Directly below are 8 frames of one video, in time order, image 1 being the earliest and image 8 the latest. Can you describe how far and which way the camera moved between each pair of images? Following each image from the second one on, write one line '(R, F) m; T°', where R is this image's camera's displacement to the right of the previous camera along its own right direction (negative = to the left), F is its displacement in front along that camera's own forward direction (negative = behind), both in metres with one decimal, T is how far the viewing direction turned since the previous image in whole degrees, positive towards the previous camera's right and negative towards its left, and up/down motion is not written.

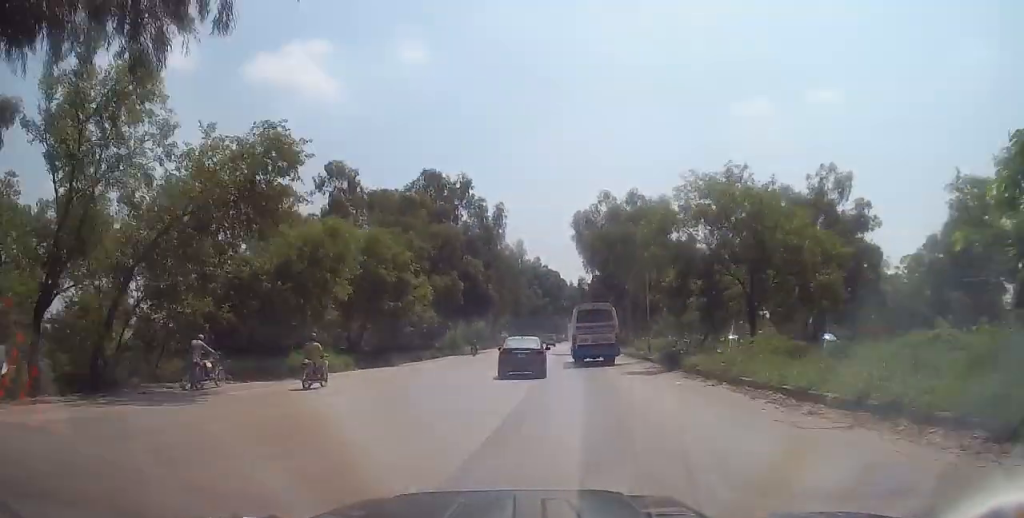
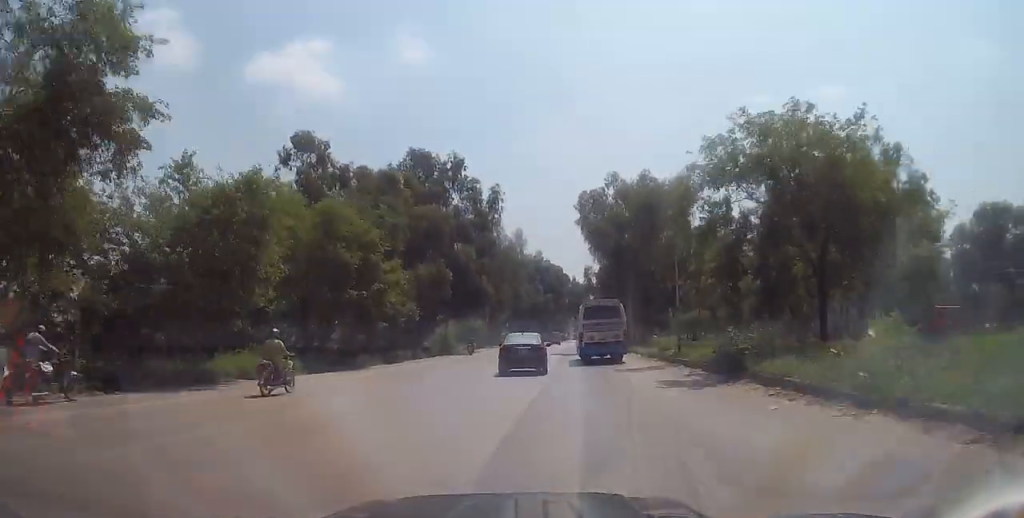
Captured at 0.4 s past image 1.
(-0.1, +7.2) m; 0°
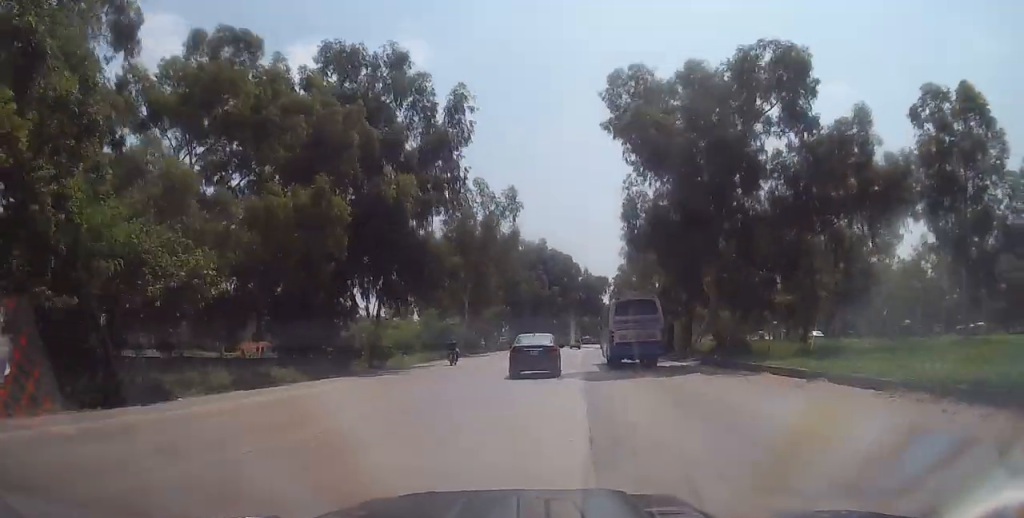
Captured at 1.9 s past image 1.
(0.0, +25.0) m; -1°
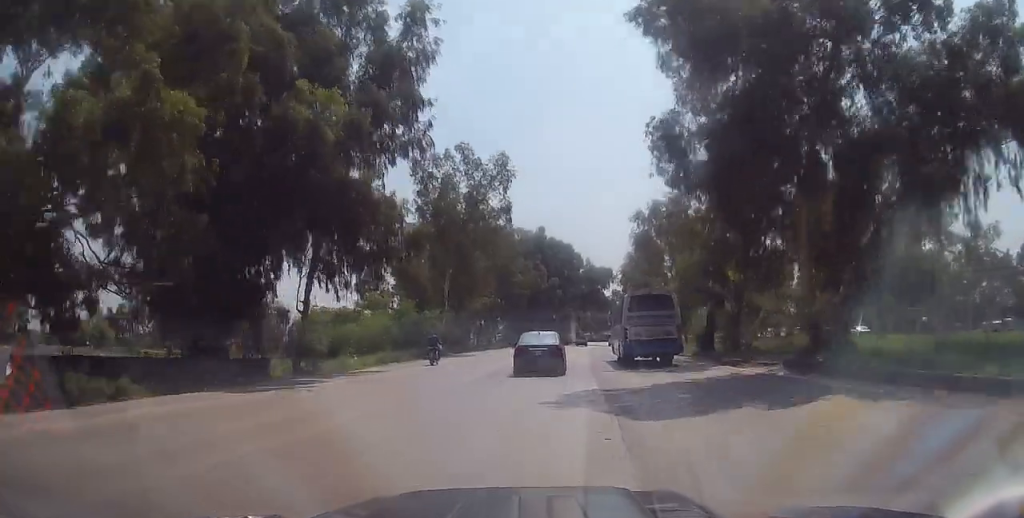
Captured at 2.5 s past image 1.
(-0.1, +10.0) m; -1°
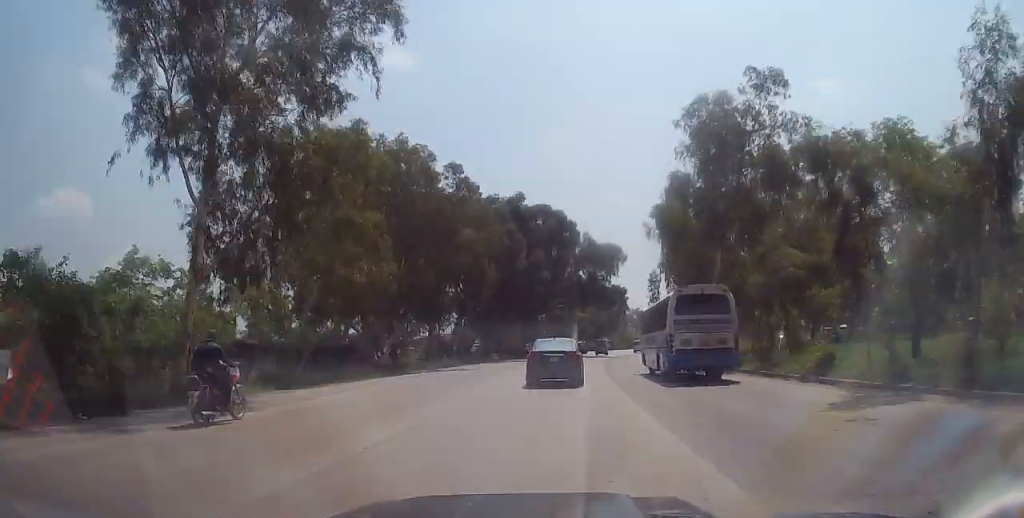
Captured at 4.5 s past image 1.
(+1.0, +32.0) m; +3°
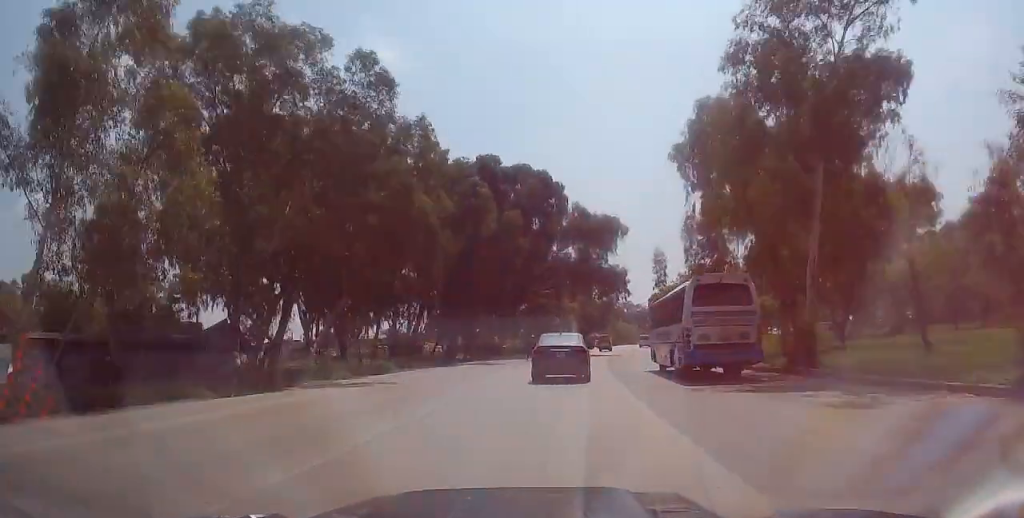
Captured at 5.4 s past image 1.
(0.0, +14.7) m; 0°
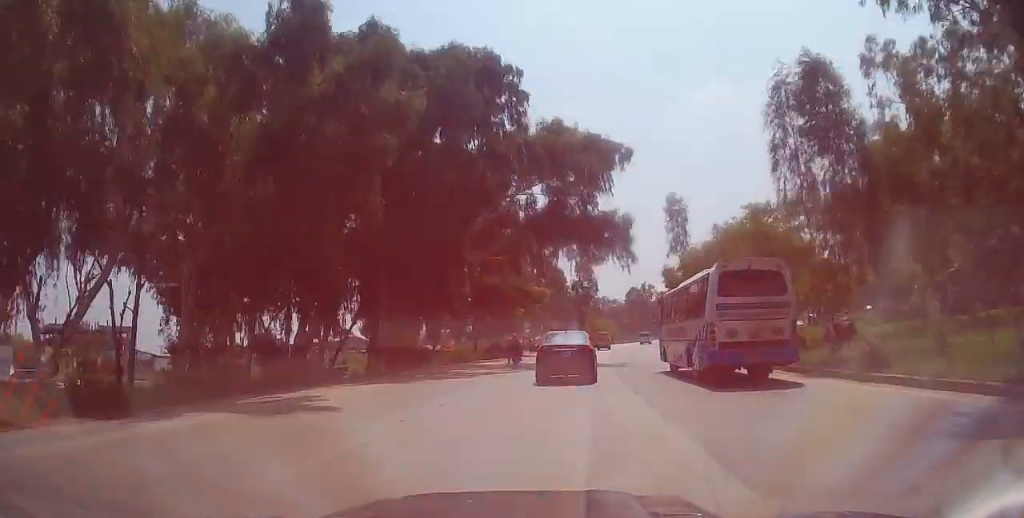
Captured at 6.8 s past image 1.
(+0.1, +23.6) m; +1°
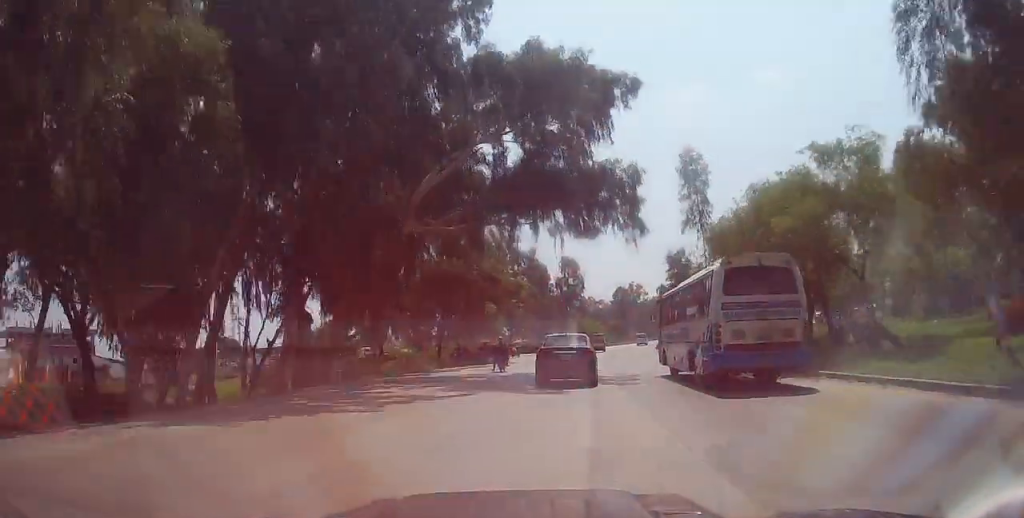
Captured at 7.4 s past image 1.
(0.0, +9.9) m; +1°
